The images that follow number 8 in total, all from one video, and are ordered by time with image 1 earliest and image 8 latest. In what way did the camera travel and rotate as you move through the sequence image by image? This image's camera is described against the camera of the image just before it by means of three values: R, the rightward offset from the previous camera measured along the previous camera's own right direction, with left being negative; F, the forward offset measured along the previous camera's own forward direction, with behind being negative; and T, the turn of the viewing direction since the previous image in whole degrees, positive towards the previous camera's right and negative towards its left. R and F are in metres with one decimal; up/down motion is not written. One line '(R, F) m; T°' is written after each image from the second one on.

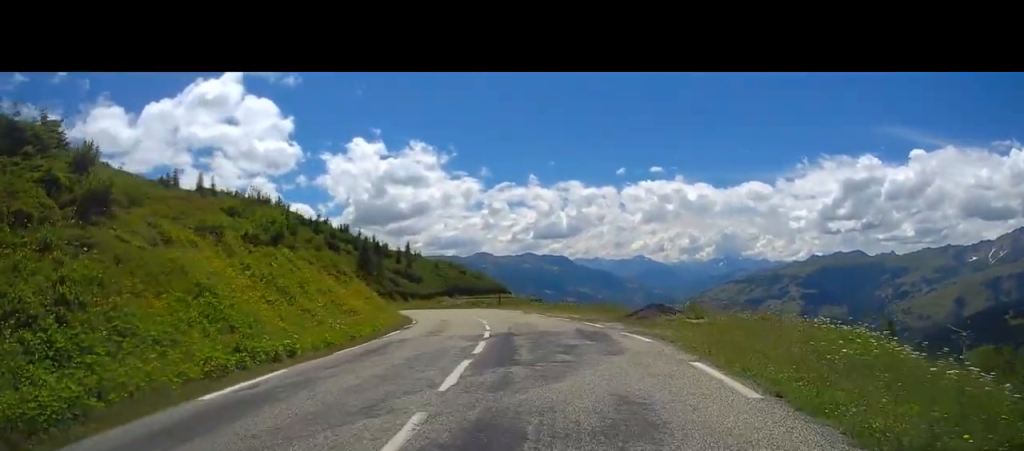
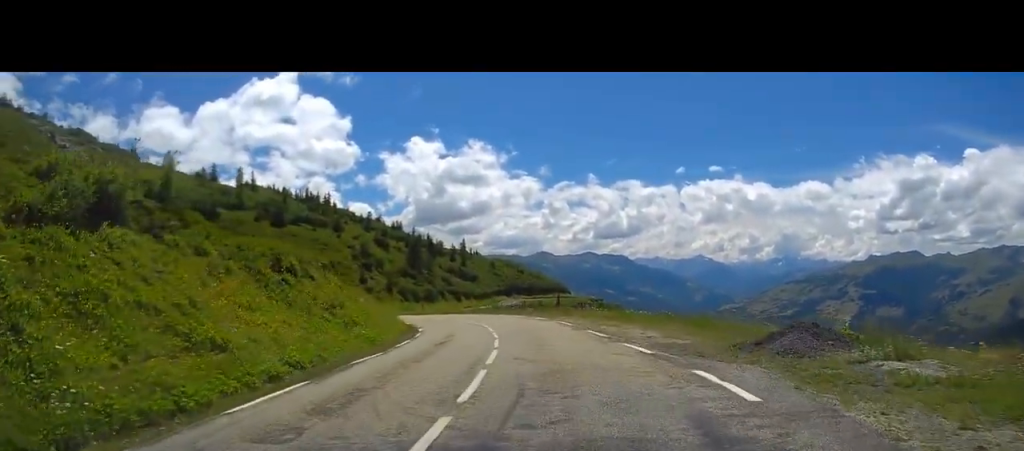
(-1.0, +12.3) m; -6°
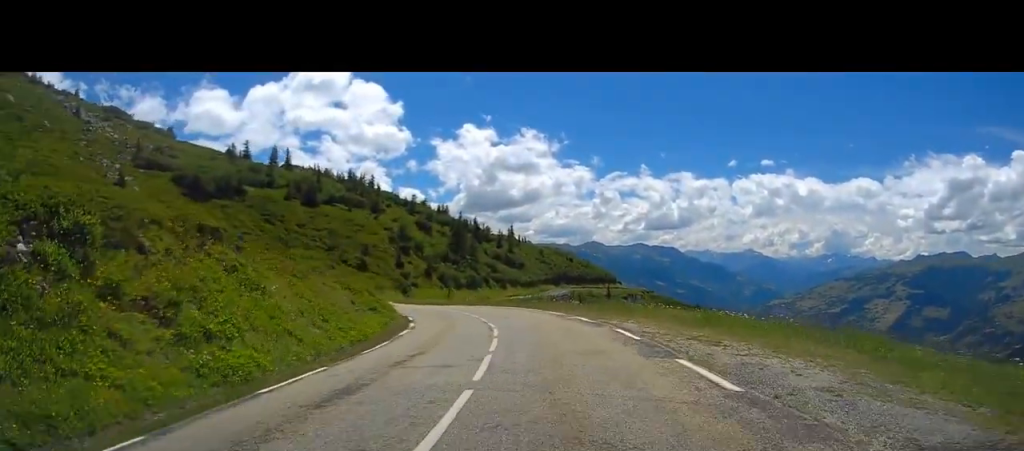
(-0.3, +12.4) m; -5°
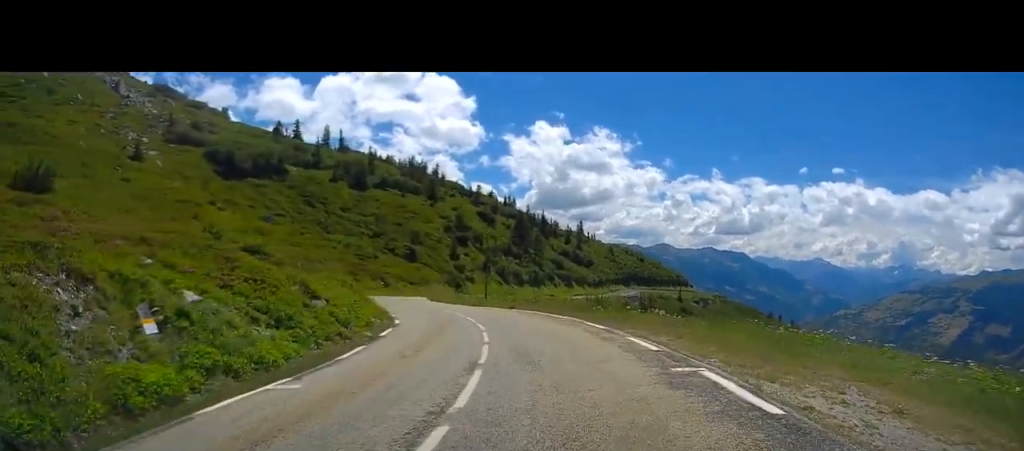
(-1.0, +15.9) m; -1°
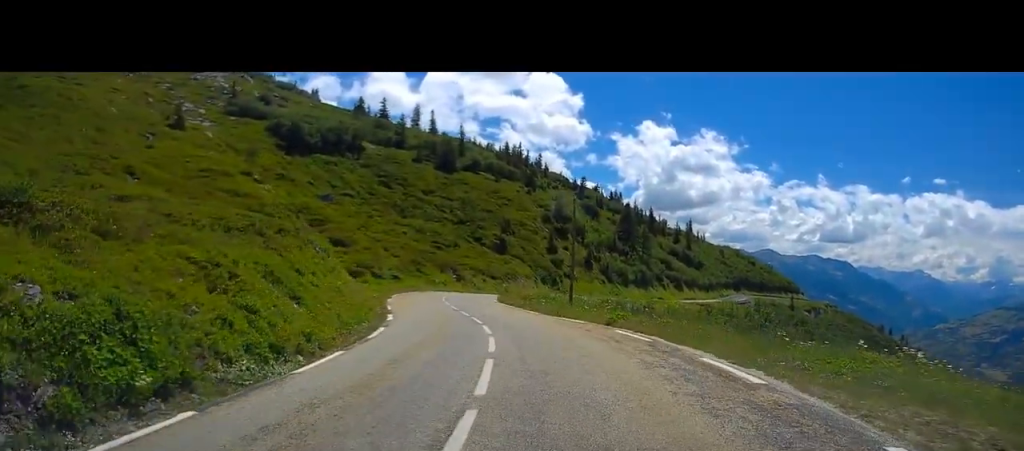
(-1.6, +17.1) m; -20°
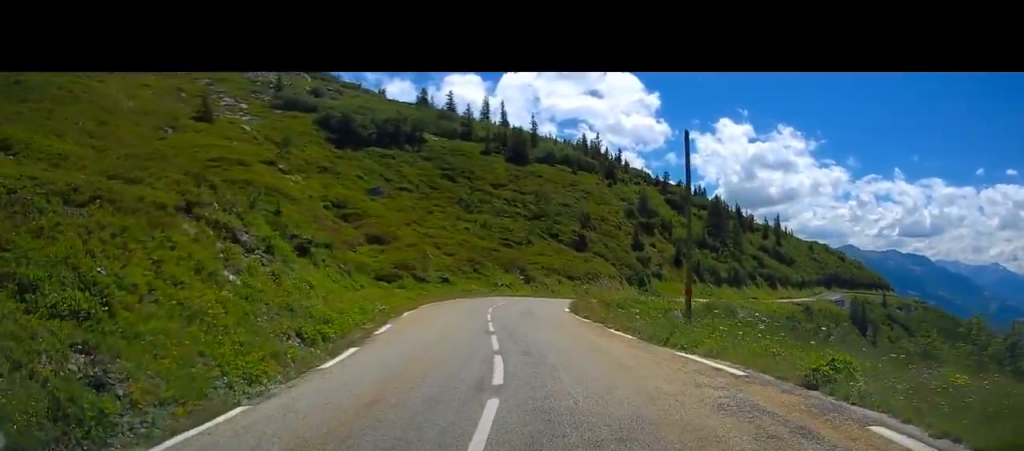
(-2.2, +12.0) m; -8°
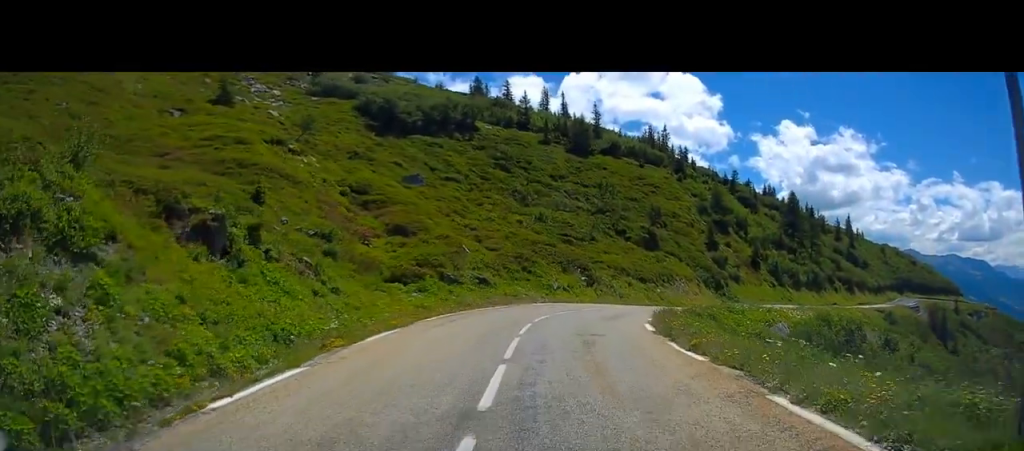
(+0.5, +10.7) m; +1°
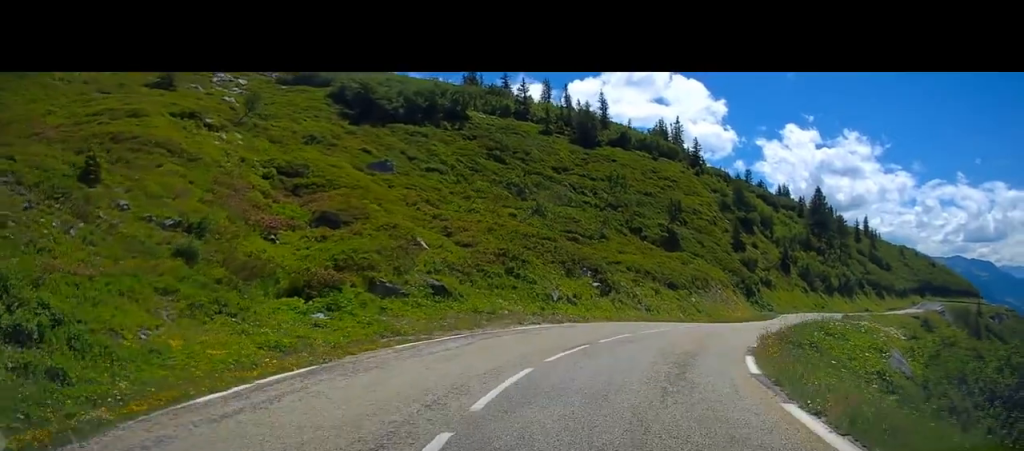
(-0.4, +12.9) m; +1°
